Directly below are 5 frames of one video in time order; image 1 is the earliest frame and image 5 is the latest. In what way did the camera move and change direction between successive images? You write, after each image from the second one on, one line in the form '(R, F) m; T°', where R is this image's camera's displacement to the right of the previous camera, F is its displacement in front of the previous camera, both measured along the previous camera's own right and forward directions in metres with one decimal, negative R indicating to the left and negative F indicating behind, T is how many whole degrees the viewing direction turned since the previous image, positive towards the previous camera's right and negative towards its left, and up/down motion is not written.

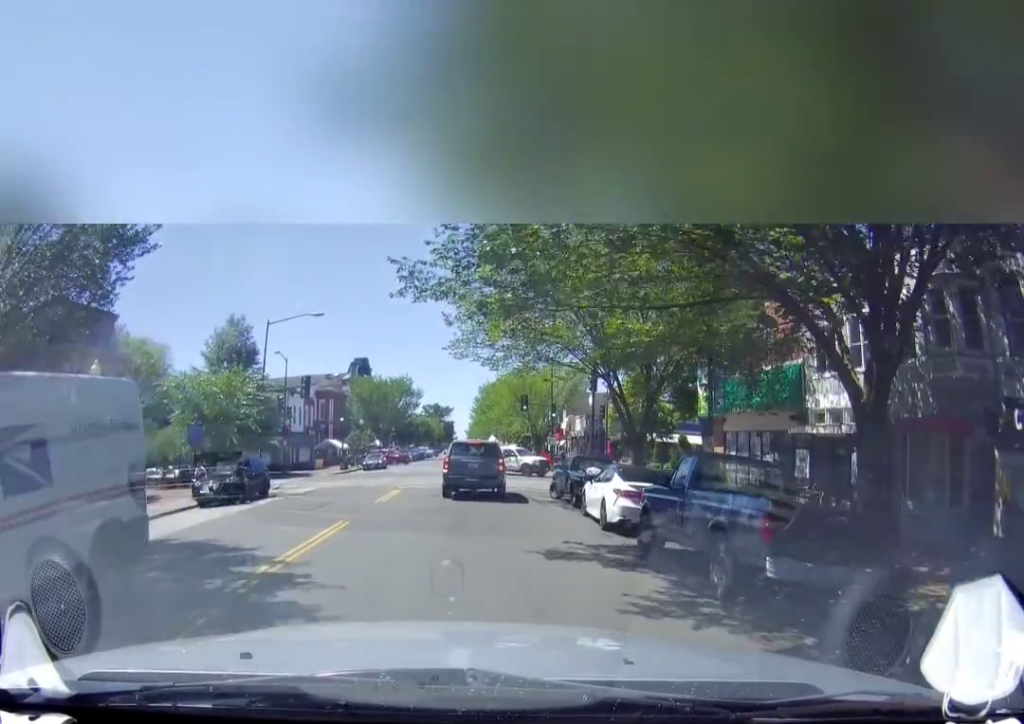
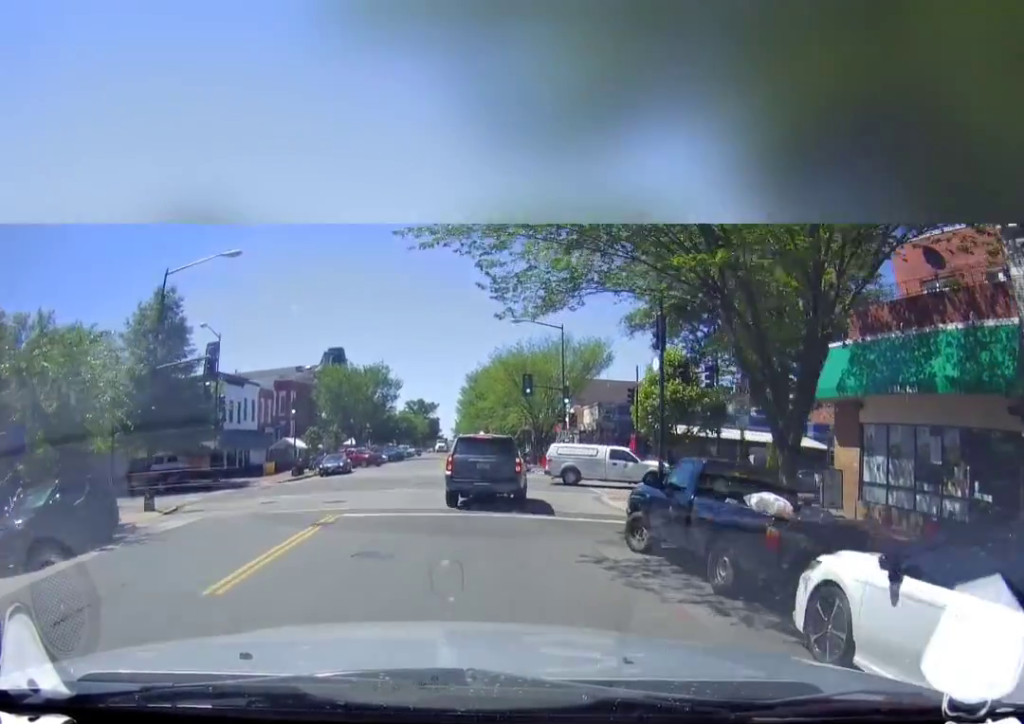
(-0.5, +12.5) m; +2°
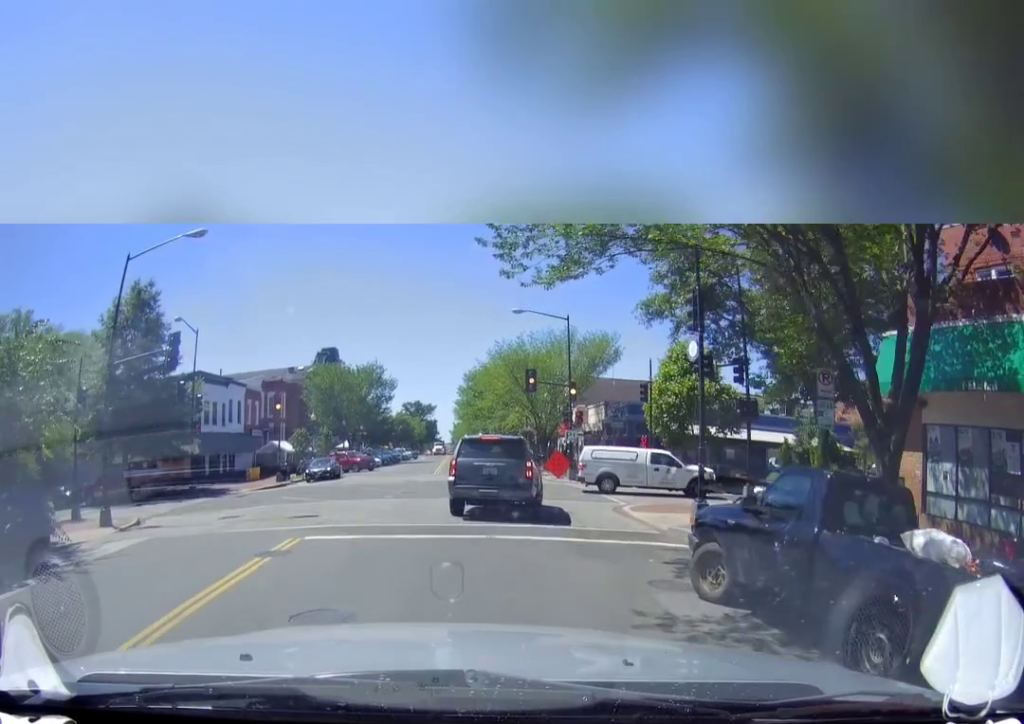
(+0.4, +3.4) m; +2°
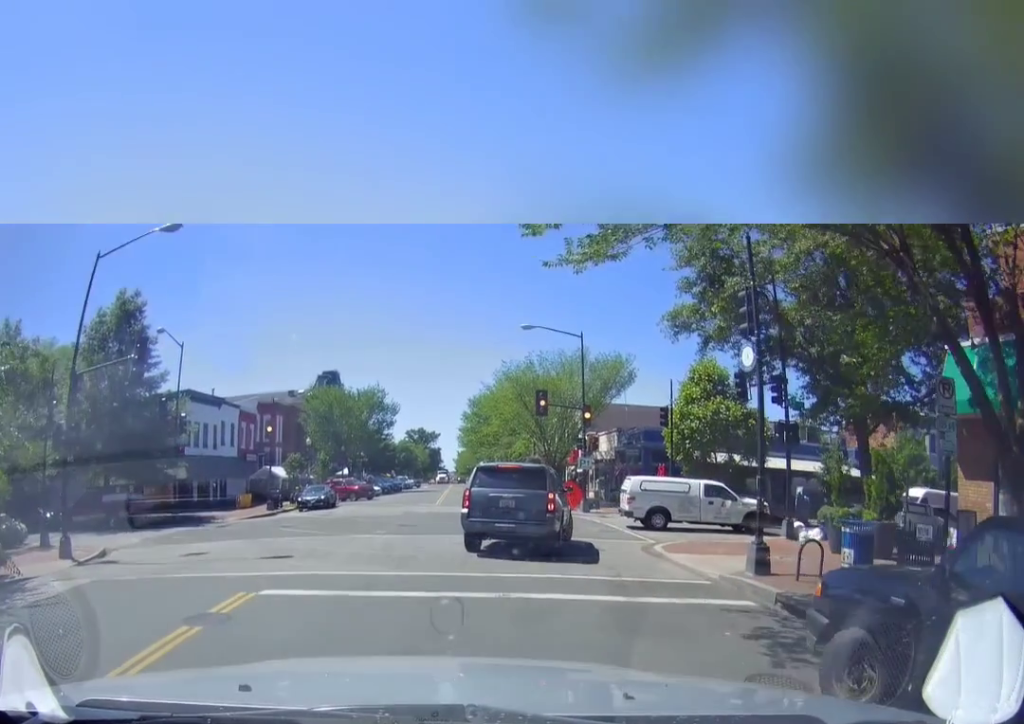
(-0.1, +3.5) m; +1°
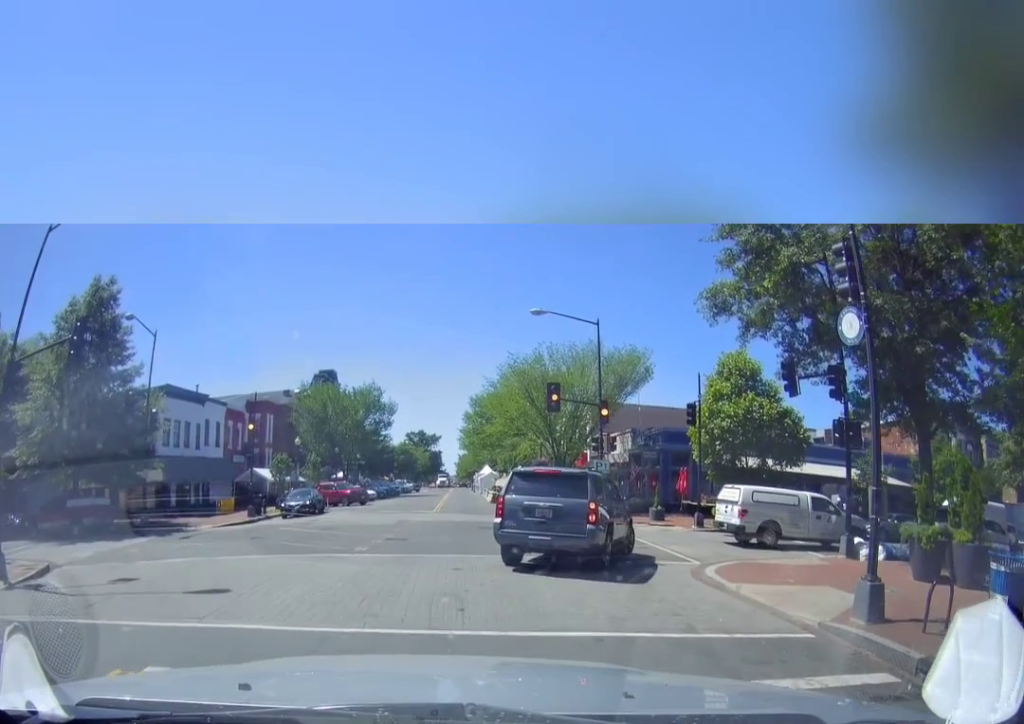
(+0.2, +7.5) m; +1°
